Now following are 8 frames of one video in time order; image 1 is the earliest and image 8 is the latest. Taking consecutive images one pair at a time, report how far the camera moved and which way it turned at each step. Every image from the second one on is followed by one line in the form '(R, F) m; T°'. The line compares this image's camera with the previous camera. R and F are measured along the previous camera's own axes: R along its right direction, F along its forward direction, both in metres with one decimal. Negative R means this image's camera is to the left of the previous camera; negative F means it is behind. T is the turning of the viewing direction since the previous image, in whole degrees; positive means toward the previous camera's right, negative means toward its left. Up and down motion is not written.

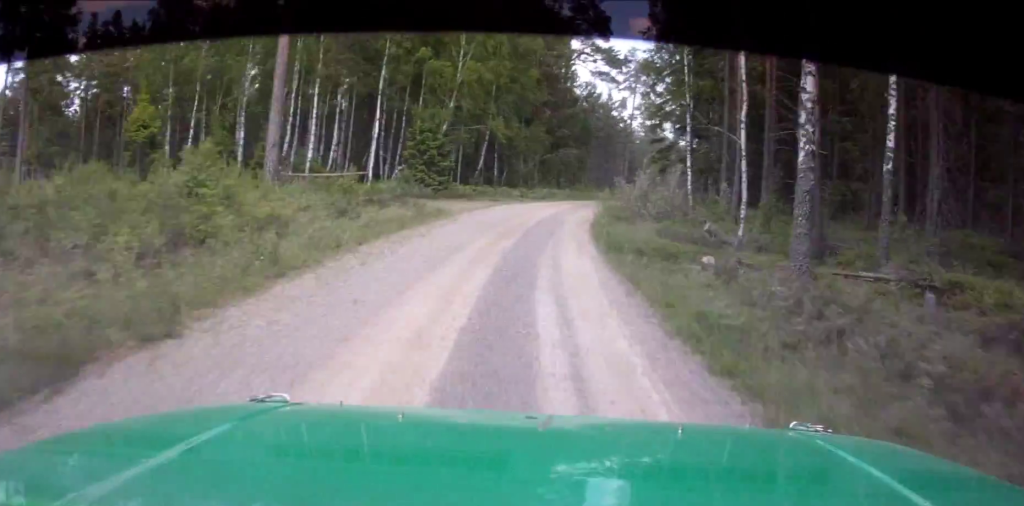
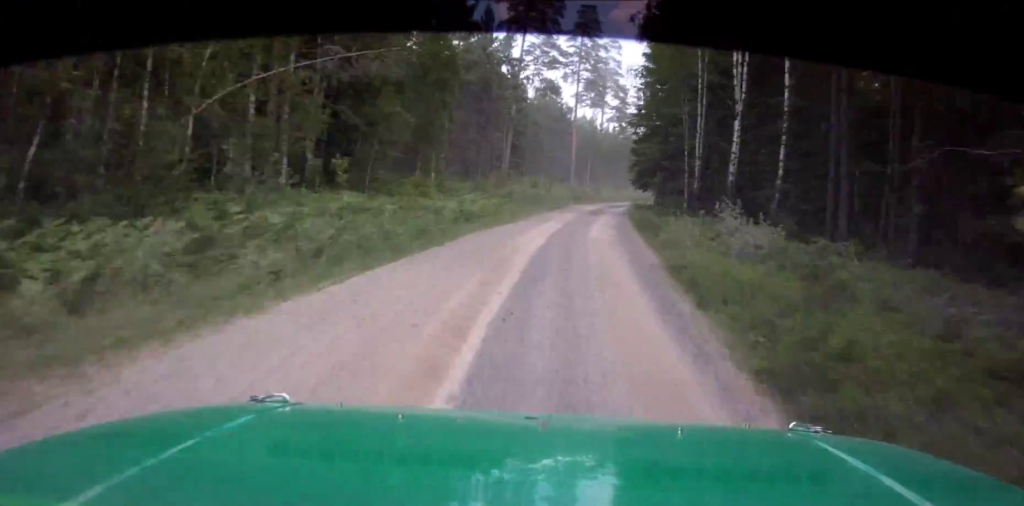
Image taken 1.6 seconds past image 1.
(+3.1, +46.2) m; +7°
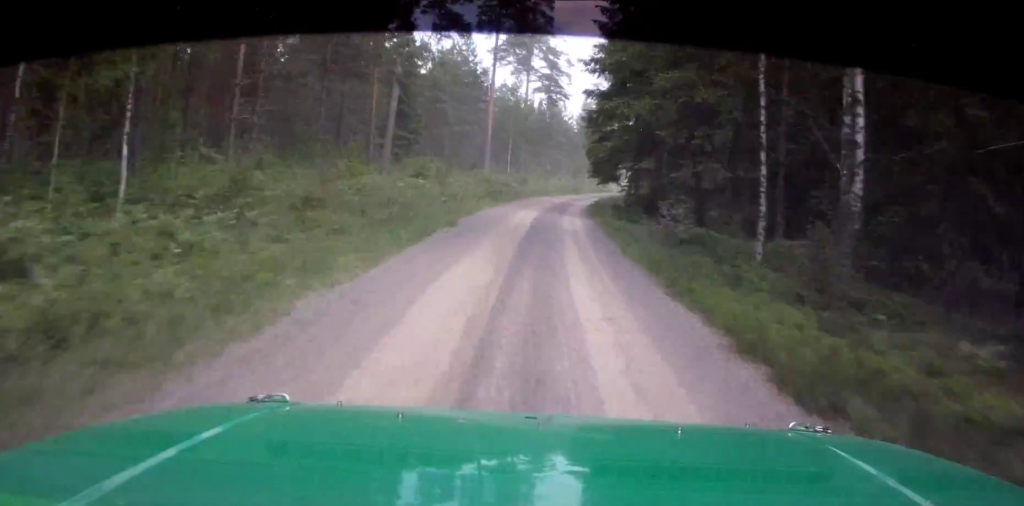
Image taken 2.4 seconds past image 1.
(+0.6, +25.4) m; +4°
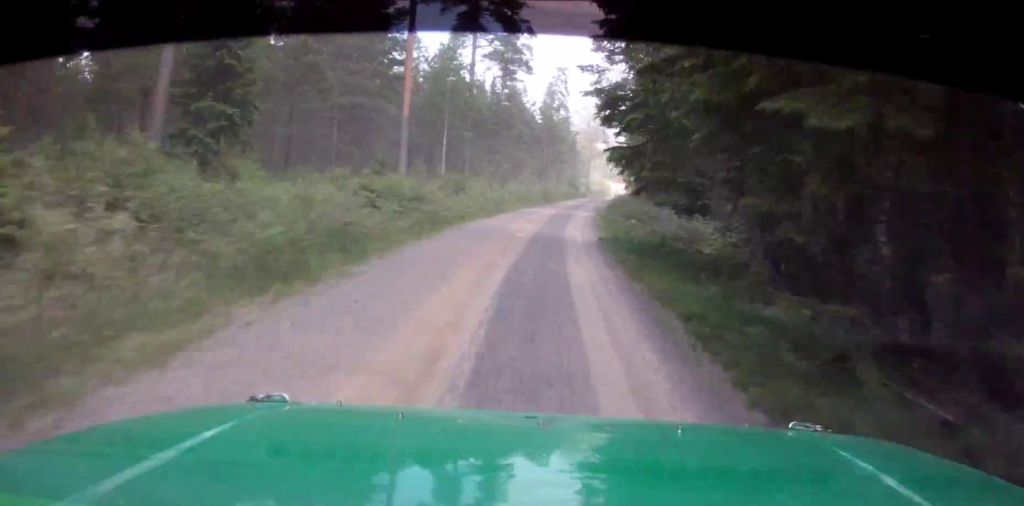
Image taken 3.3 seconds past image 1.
(+0.9, +28.4) m; +5°
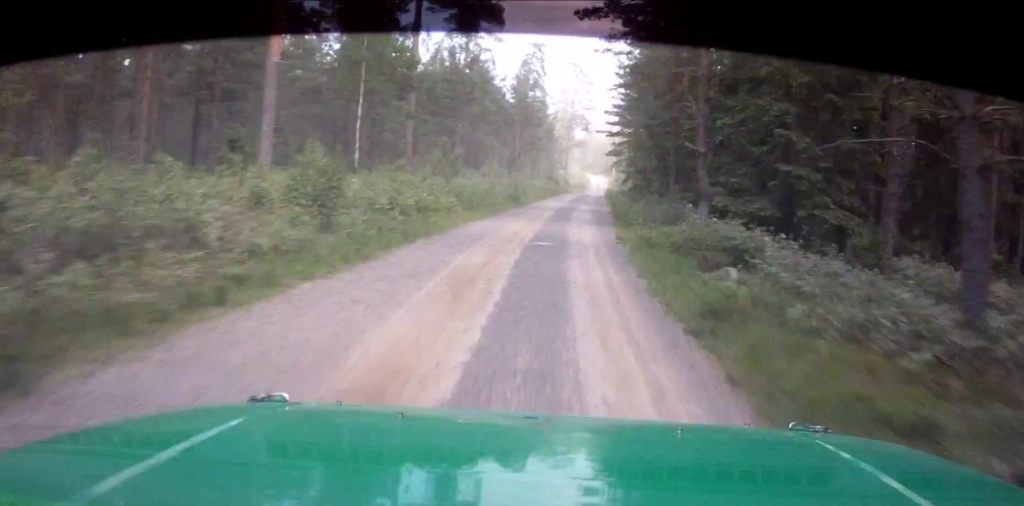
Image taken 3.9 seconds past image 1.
(+0.8, +18.8) m; +3°
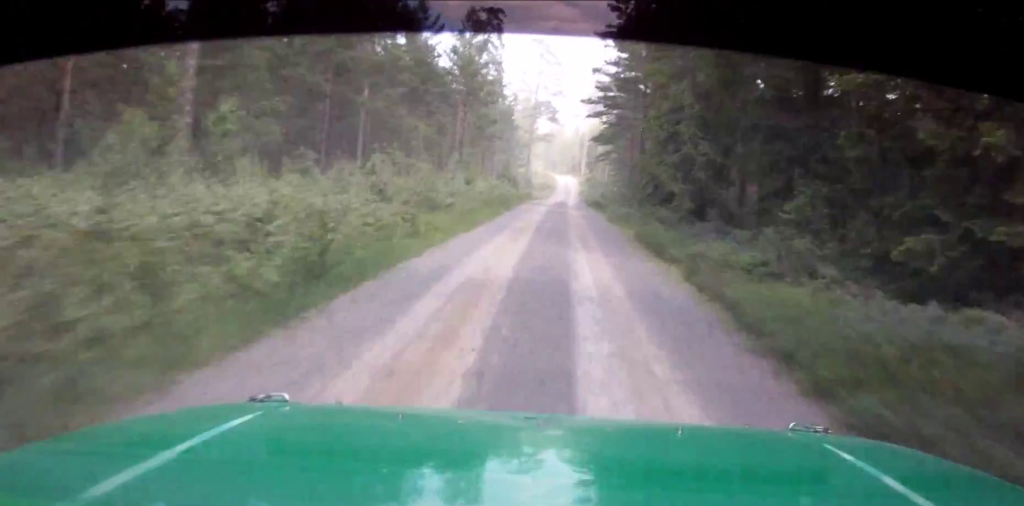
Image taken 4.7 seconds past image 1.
(+1.0, +28.5) m; +3°
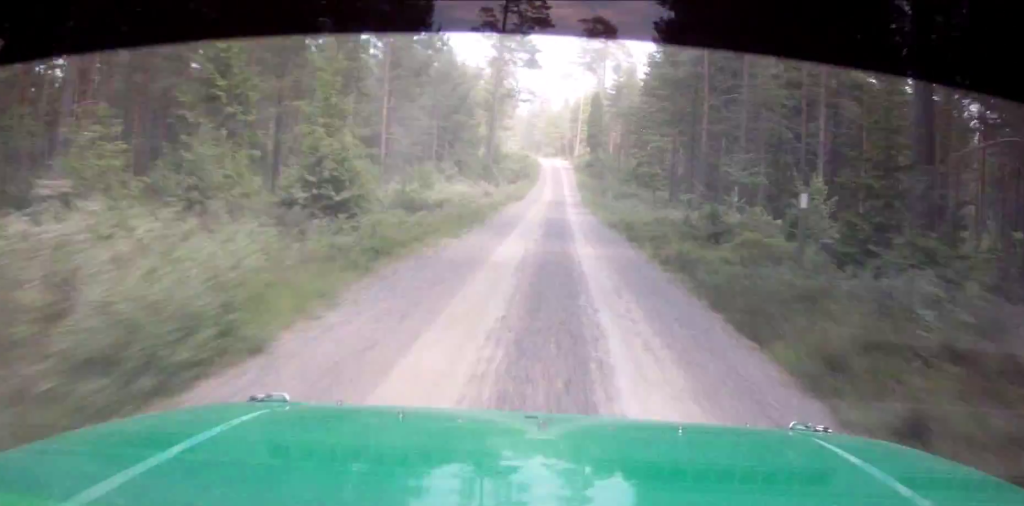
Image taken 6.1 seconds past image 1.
(+1.7, +52.8) m; +4°
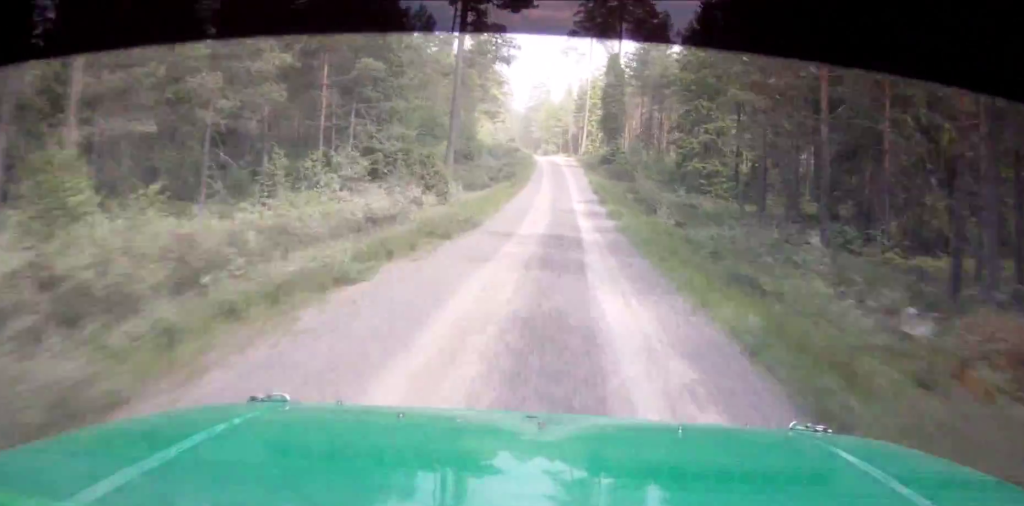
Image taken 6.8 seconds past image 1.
(+0.5, +30.1) m; 0°
